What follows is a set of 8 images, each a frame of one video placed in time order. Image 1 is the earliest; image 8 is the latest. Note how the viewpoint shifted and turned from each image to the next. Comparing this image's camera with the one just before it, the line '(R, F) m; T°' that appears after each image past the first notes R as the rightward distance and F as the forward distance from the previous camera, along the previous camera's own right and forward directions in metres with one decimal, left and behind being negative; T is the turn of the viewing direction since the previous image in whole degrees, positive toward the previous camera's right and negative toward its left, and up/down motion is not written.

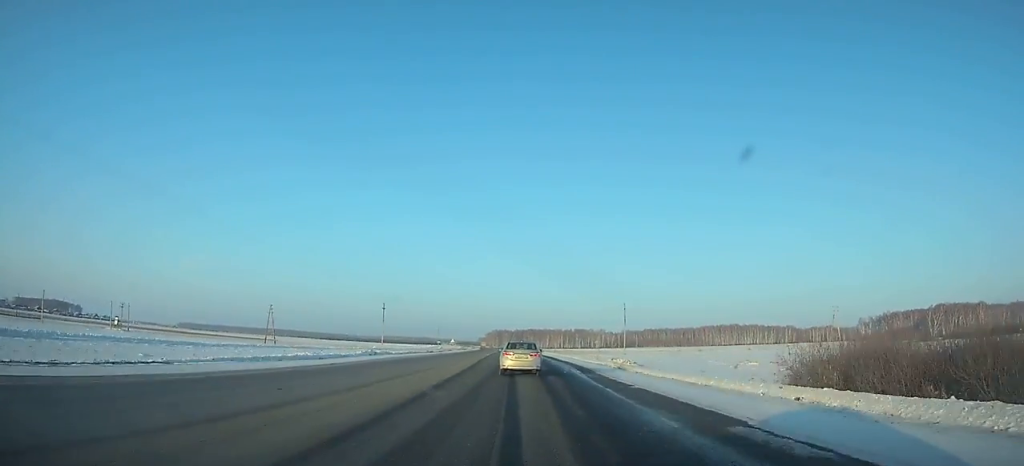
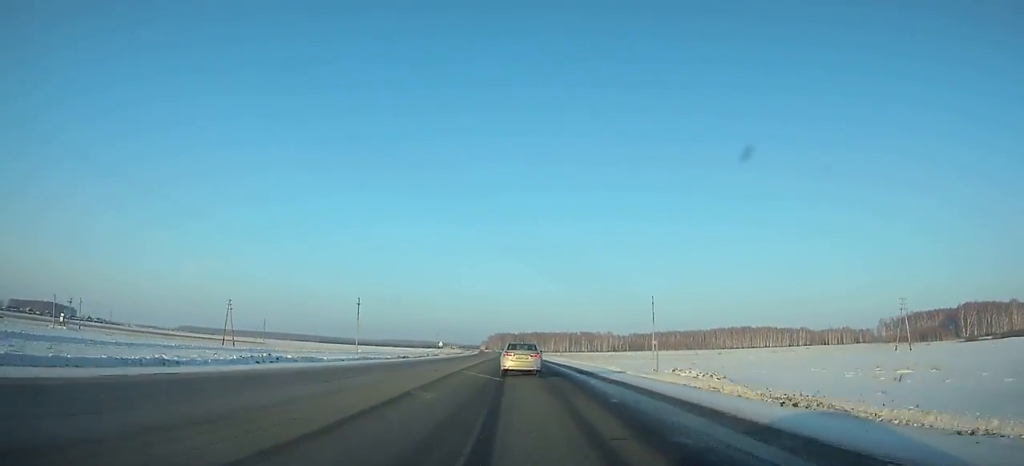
(0.0, +26.1) m; 0°
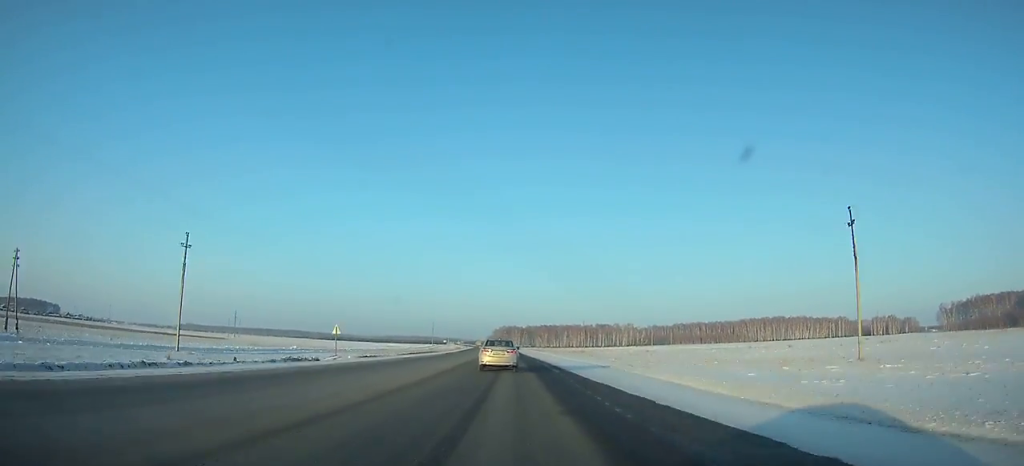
(-0.5, +67.0) m; -1°
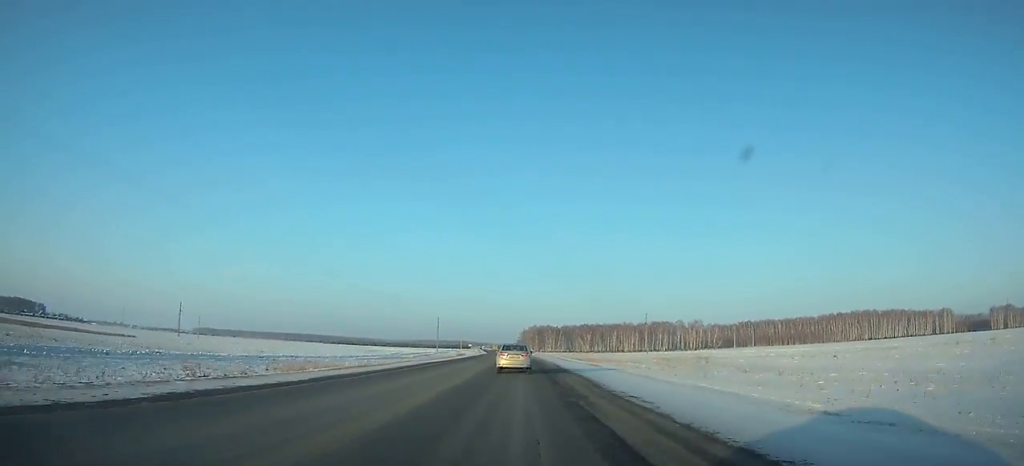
(-2.6, +112.8) m; -2°
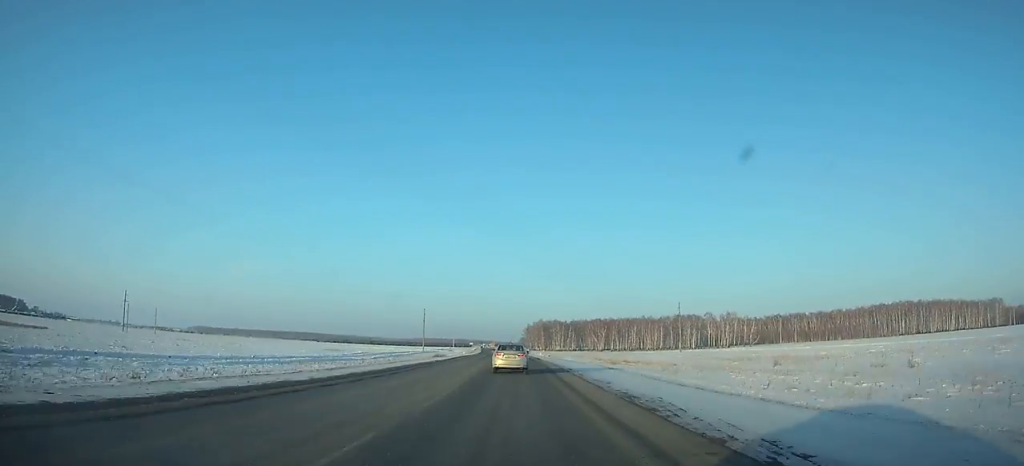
(-0.4, +54.3) m; -1°
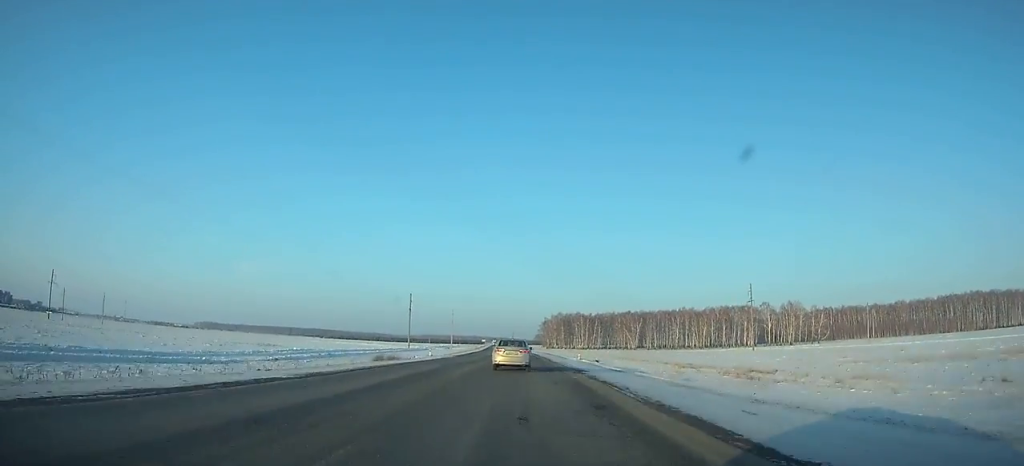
(-0.5, +60.7) m; -1°
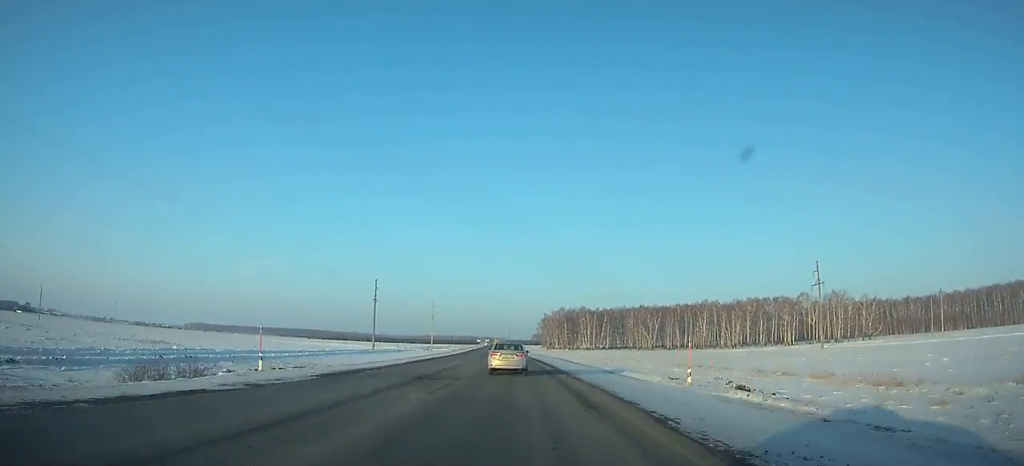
(-0.2, +43.0) m; -1°
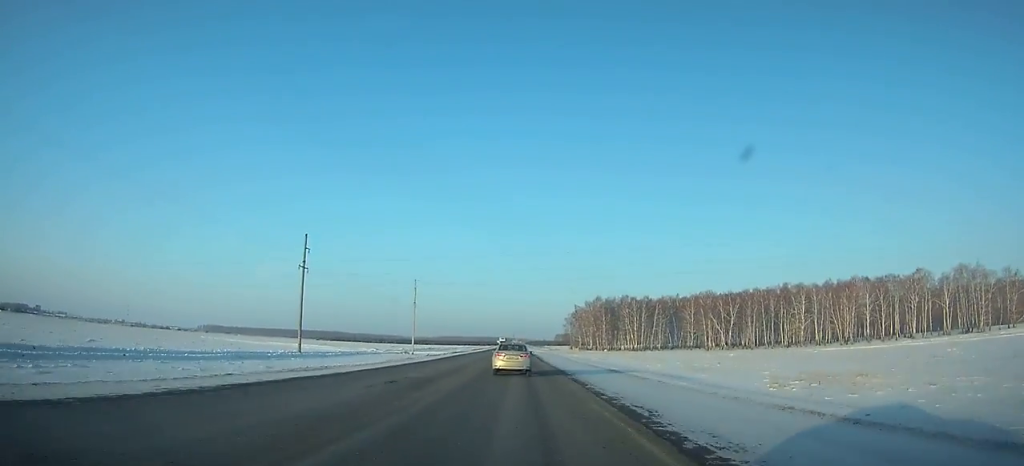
(-0.6, +63.7) m; -1°
